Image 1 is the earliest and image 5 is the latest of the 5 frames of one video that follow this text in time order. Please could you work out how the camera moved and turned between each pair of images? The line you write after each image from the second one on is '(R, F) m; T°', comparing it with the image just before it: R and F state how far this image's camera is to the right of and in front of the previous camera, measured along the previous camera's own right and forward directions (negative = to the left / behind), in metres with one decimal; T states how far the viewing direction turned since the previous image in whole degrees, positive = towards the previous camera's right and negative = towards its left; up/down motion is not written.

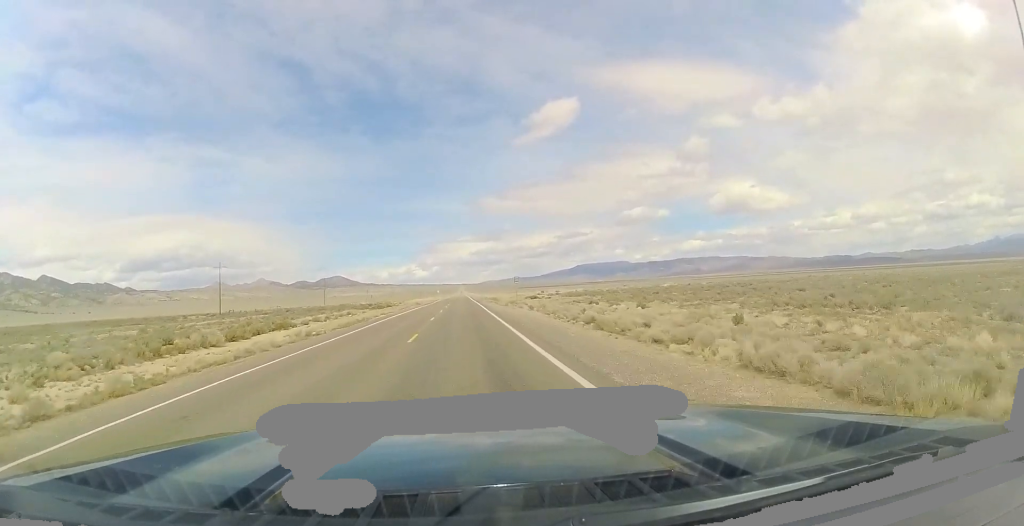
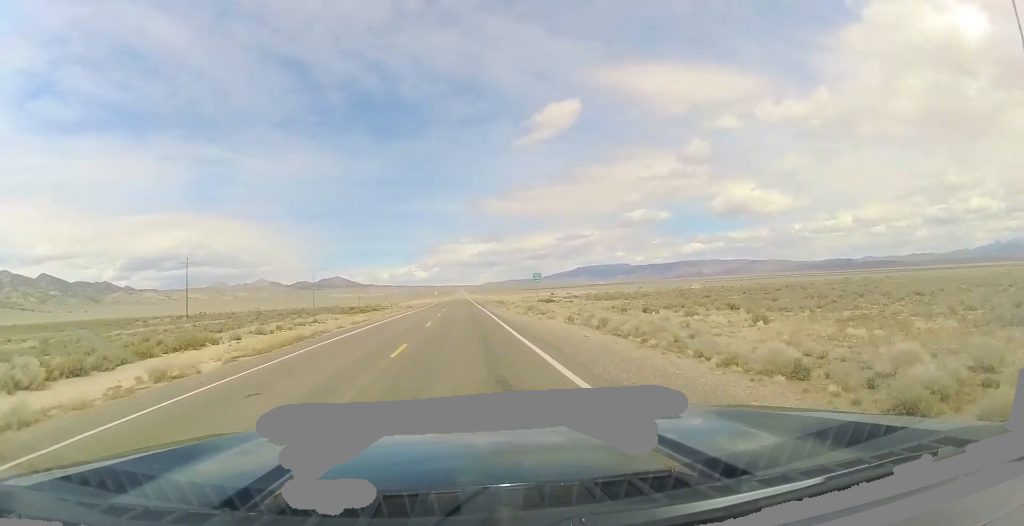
(-0.1, +17.6) m; 0°
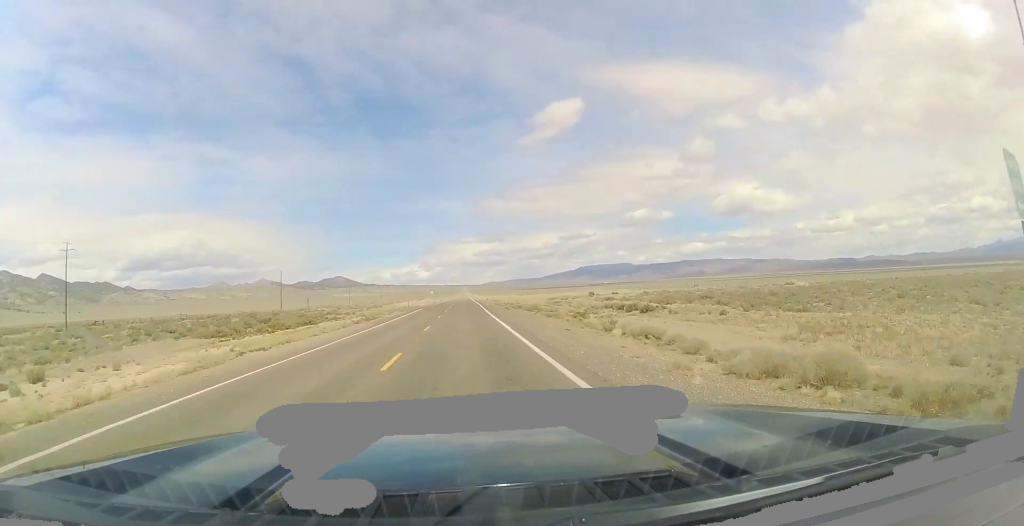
(-0.2, +42.8) m; 0°
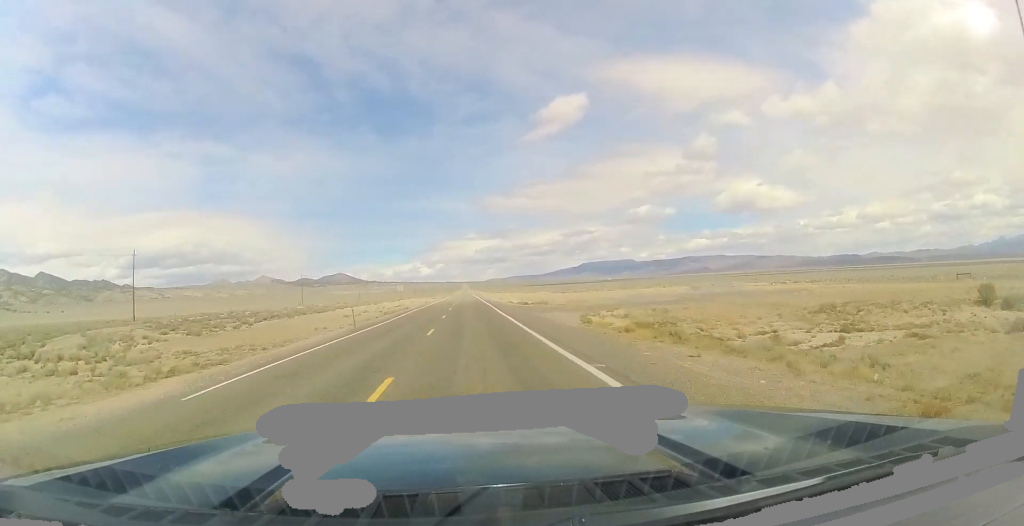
(-1.0, +87.7) m; -1°
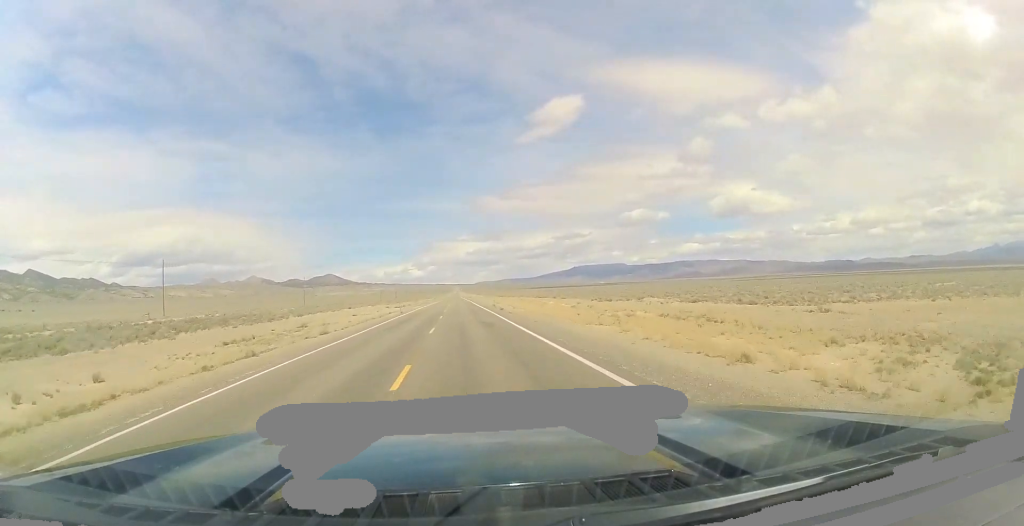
(+2.0, +93.6) m; +2°
